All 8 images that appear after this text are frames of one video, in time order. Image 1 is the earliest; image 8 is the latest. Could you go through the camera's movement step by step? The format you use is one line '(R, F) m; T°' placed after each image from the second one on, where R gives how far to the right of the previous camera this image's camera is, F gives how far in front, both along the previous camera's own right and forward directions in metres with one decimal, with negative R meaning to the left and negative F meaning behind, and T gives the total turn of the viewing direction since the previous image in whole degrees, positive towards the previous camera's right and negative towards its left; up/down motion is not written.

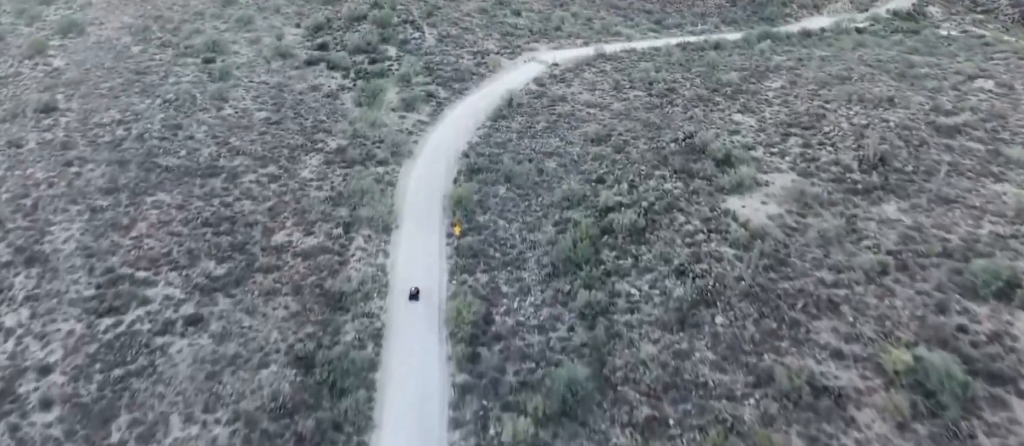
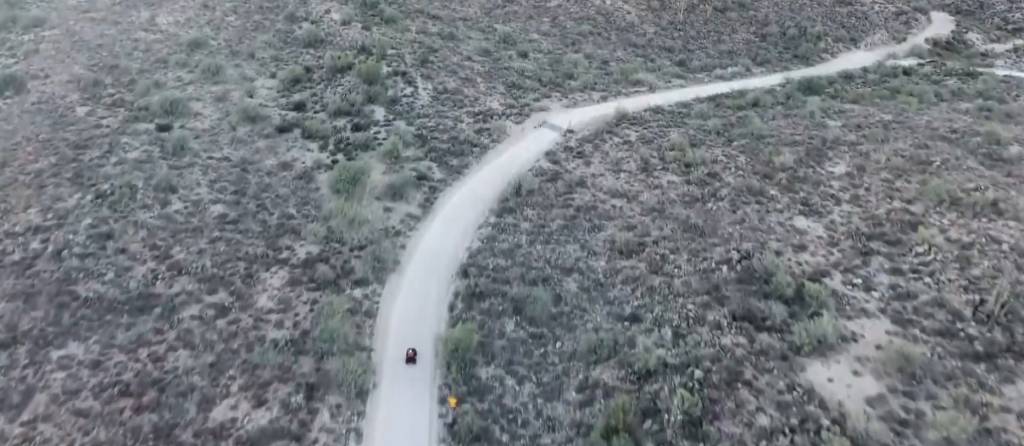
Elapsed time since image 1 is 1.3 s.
(-0.1, +16.6) m; 0°
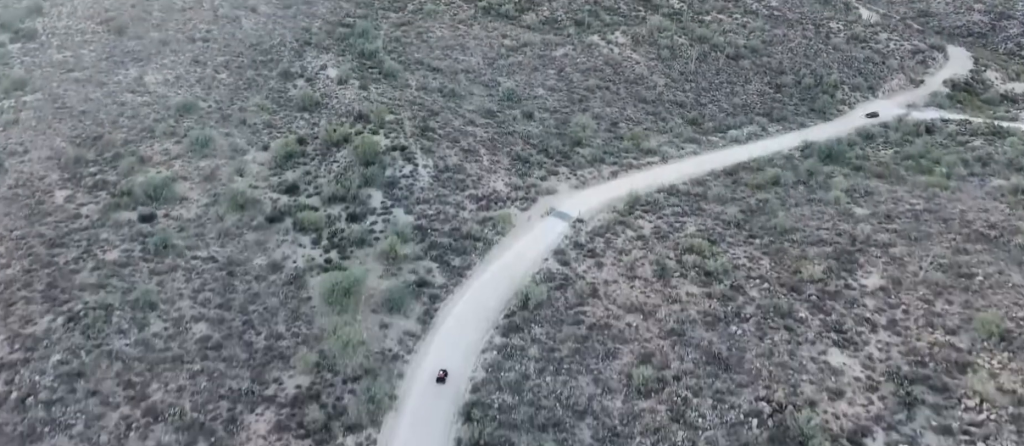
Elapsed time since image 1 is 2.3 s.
(0.0, +9.6) m; +6°
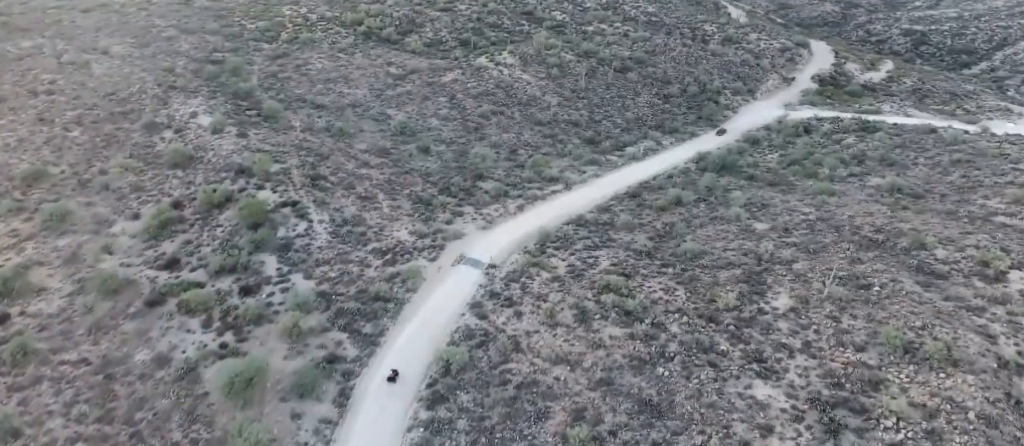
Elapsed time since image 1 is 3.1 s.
(+0.8, +9.7) m; +8°
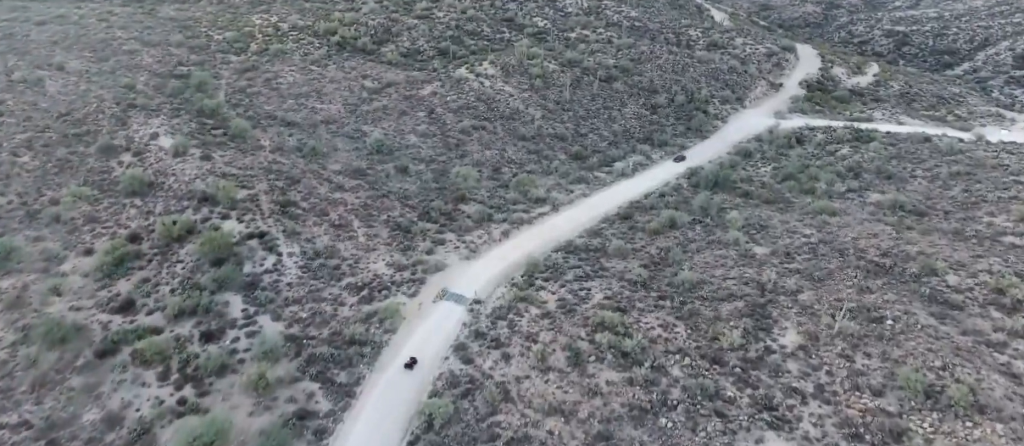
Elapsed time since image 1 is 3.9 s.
(+0.6, +14.5) m; +2°
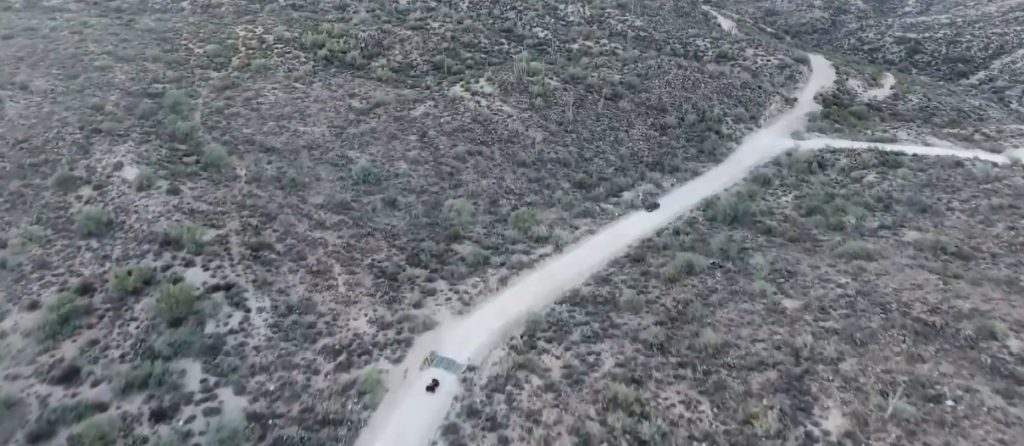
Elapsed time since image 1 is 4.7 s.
(+0.1, +14.9) m; 0°
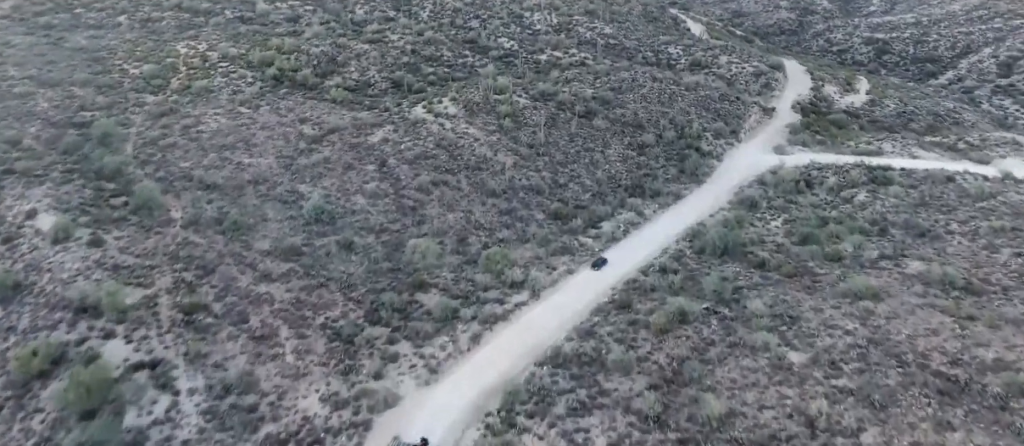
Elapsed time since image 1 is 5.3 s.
(0.0, +9.9) m; 0°
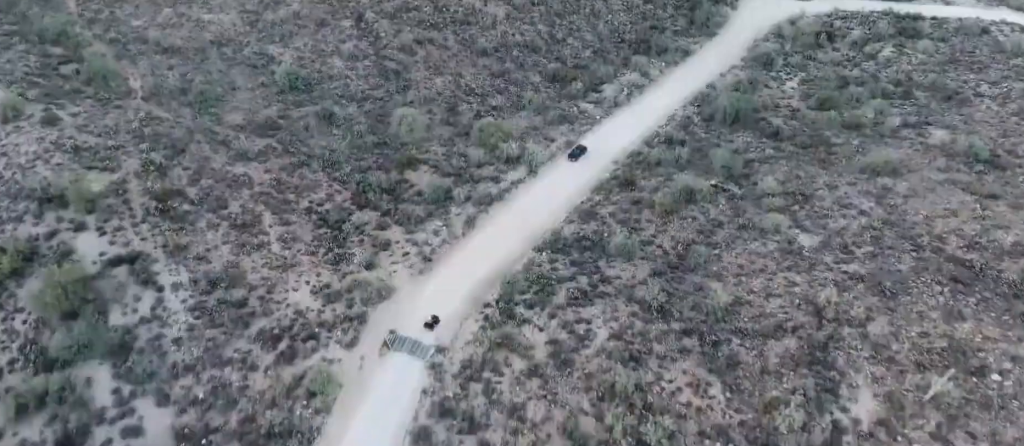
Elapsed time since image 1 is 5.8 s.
(-0.1, +3.7) m; +1°
